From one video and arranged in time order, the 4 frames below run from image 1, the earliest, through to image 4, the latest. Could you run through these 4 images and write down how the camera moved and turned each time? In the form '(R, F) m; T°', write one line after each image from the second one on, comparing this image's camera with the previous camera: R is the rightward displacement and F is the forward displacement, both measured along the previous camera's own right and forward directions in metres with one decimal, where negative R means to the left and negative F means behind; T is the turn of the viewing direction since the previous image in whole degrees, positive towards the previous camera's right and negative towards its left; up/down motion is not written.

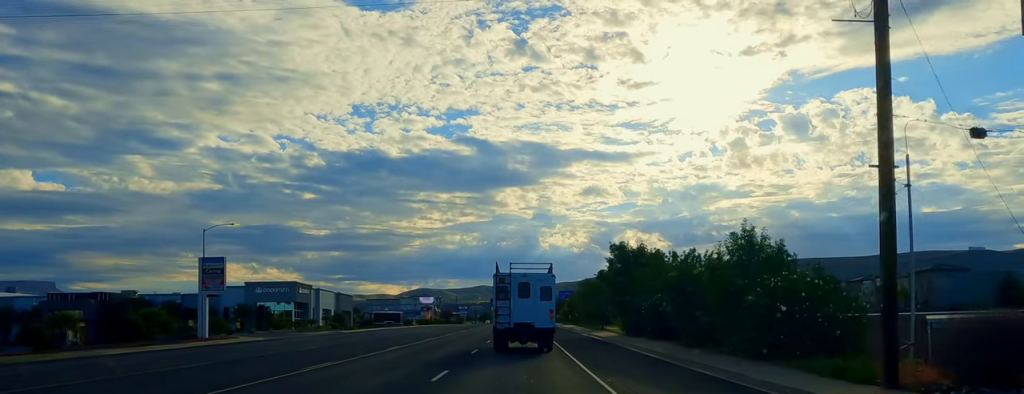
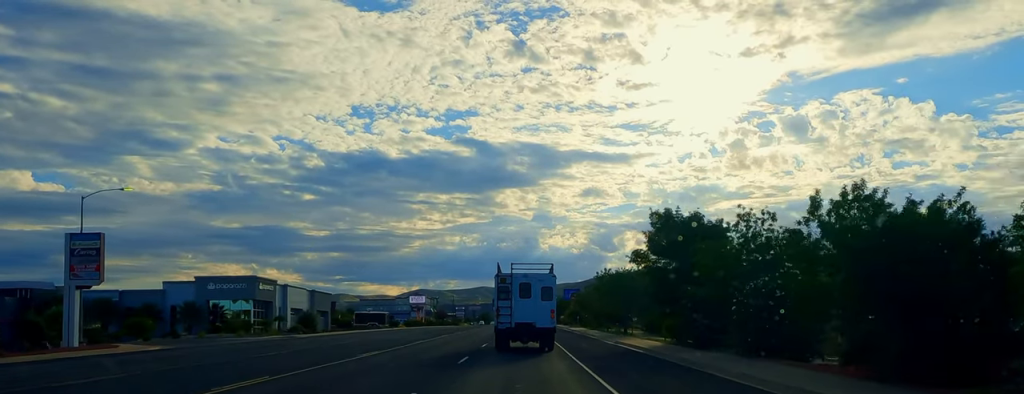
(+0.2, +17.6) m; -3°
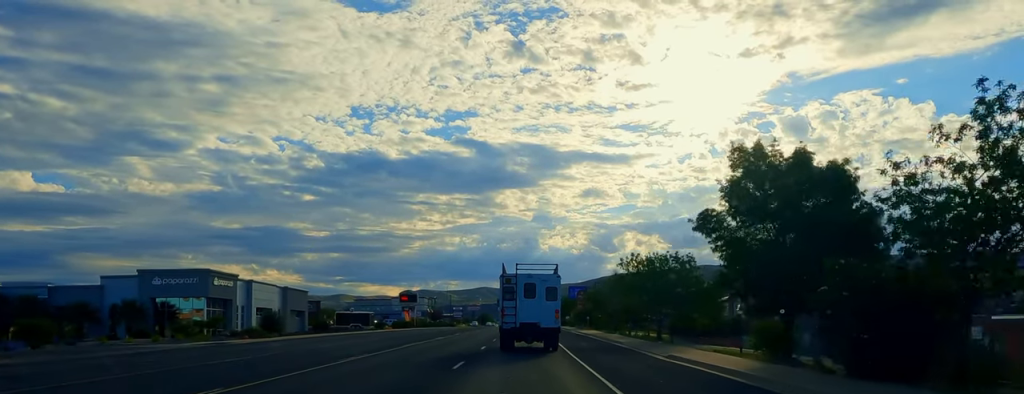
(-0.7, +14.6) m; 0°
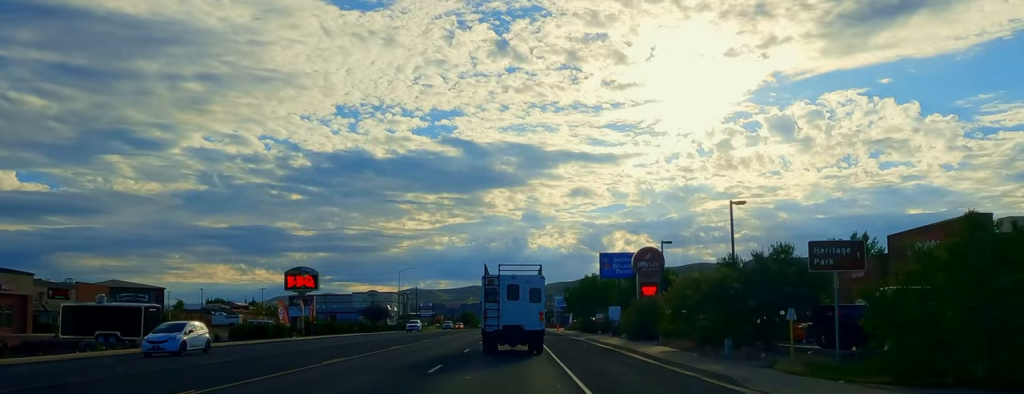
(+3.3, +72.7) m; +4°
